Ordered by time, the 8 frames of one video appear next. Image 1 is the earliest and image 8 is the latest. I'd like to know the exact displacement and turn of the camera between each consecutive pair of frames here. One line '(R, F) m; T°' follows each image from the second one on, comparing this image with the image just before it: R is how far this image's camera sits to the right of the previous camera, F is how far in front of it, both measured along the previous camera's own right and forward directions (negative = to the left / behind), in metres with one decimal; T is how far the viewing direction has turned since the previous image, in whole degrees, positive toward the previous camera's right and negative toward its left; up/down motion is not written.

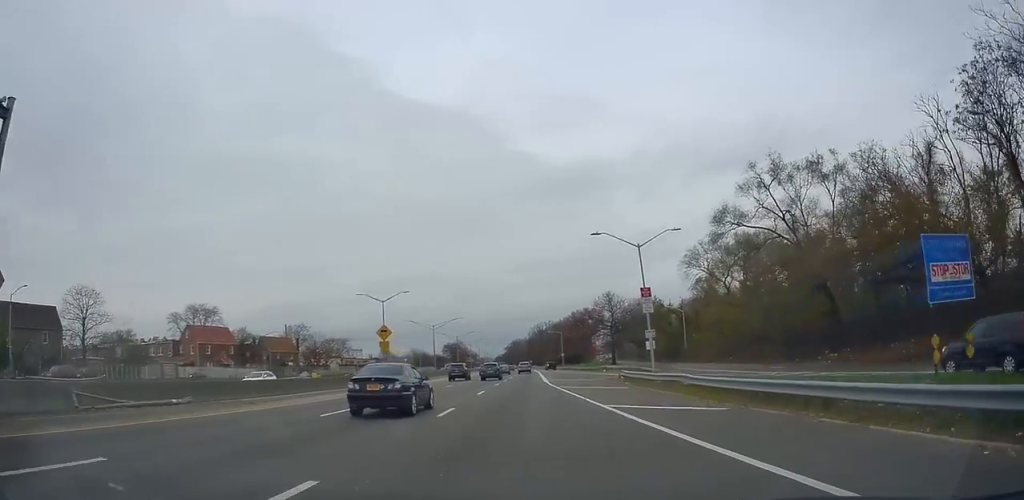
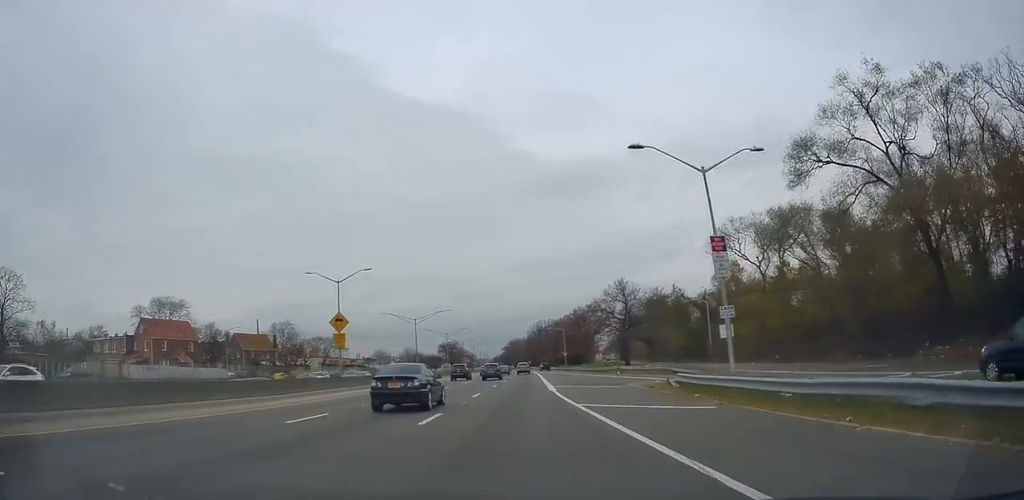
(0.0, +14.5) m; 0°
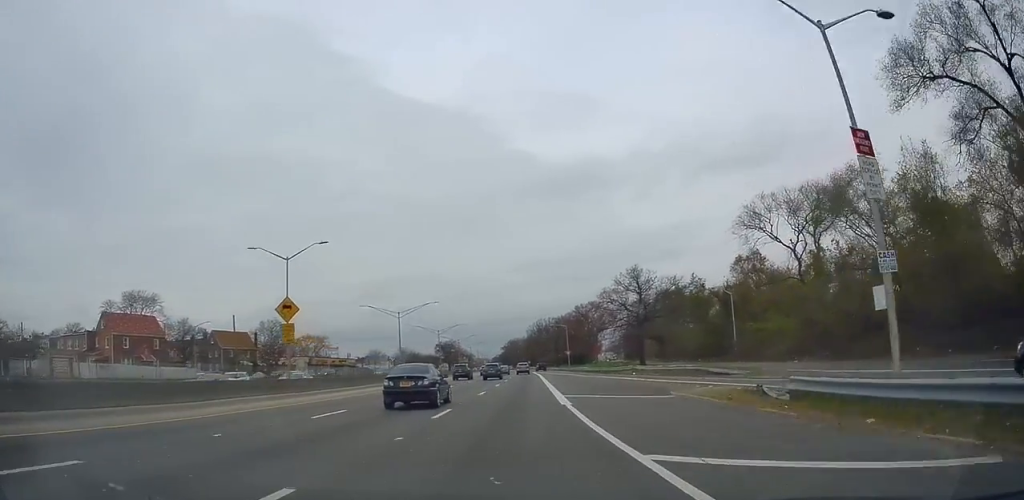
(0.0, +10.5) m; +1°
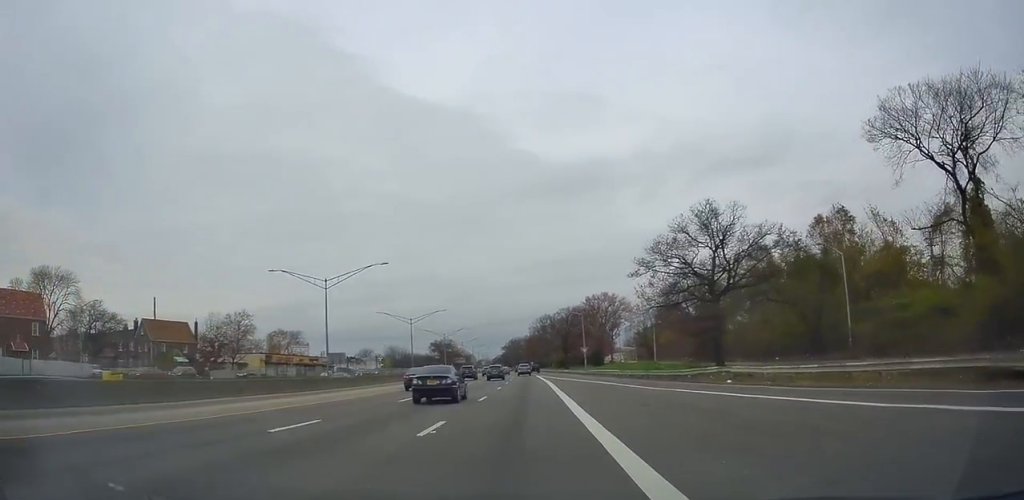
(+0.4, +27.7) m; +1°
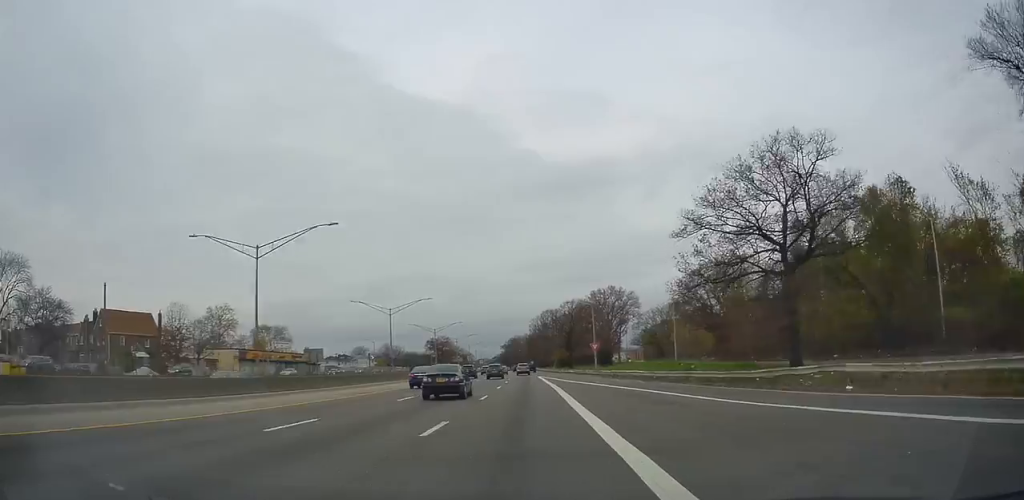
(0.0, +12.6) m; 0°
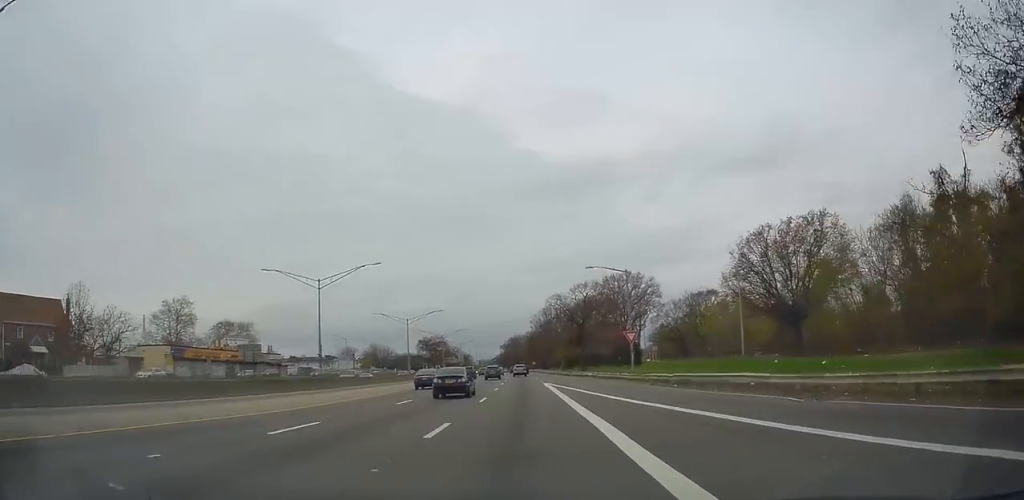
(-0.4, +24.4) m; -1°
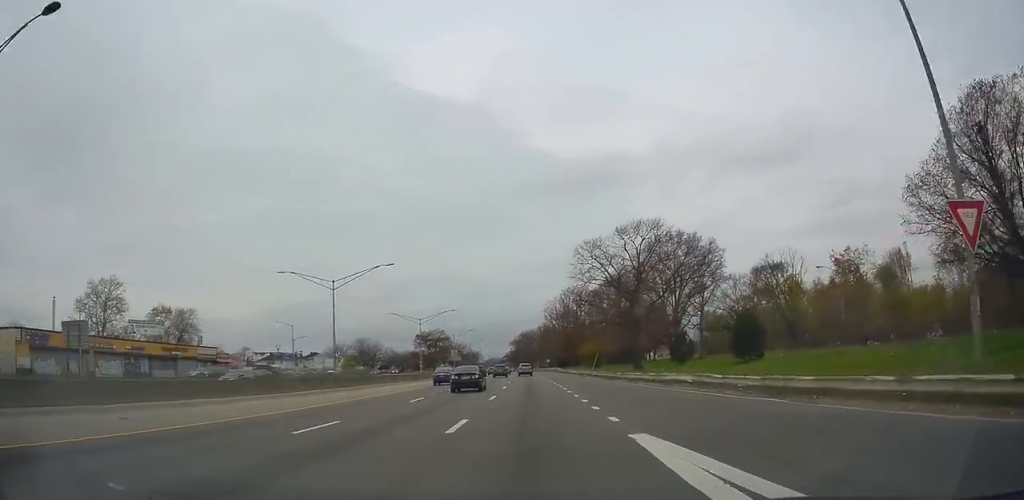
(+0.6, +35.5) m; 0°
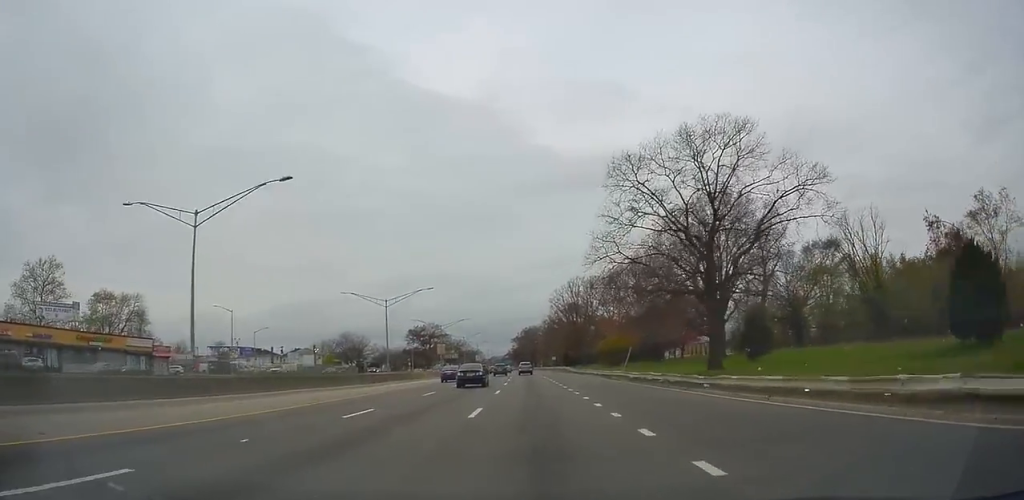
(-0.6, +21.4) m; -1°
